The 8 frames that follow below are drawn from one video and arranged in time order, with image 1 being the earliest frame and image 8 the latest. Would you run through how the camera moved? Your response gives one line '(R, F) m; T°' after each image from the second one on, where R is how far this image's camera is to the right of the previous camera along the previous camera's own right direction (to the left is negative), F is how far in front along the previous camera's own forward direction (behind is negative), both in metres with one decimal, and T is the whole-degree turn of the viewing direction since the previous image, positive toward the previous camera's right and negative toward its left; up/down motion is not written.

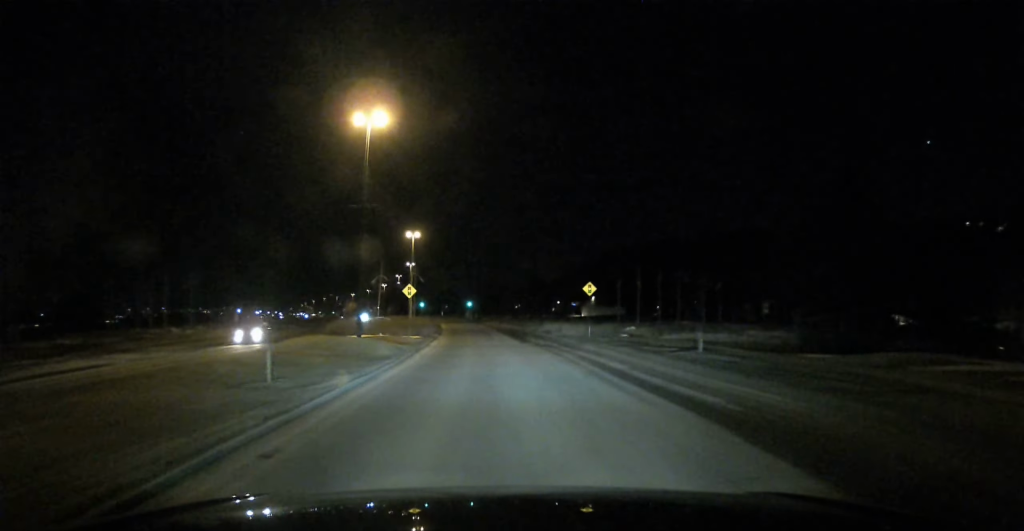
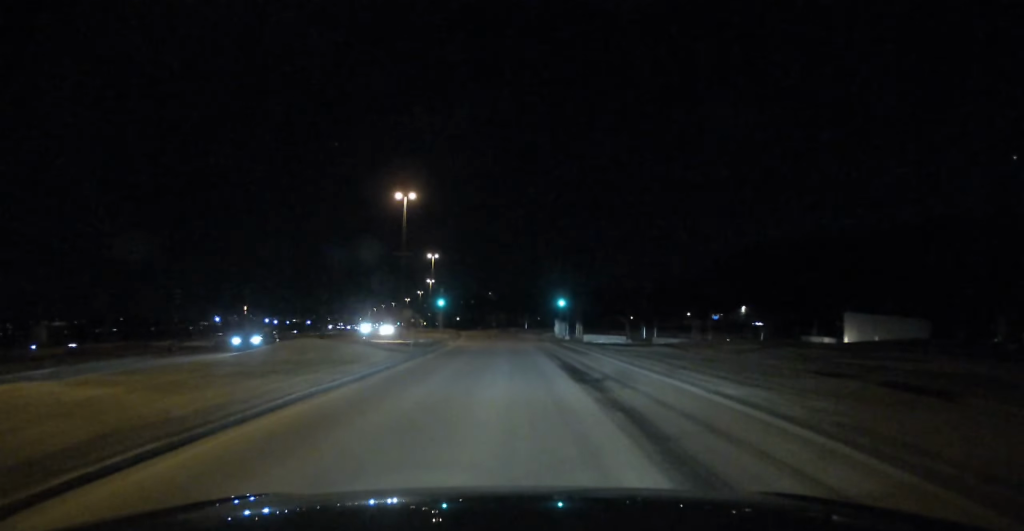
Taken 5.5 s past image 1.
(-5.4, +90.3) m; -7°
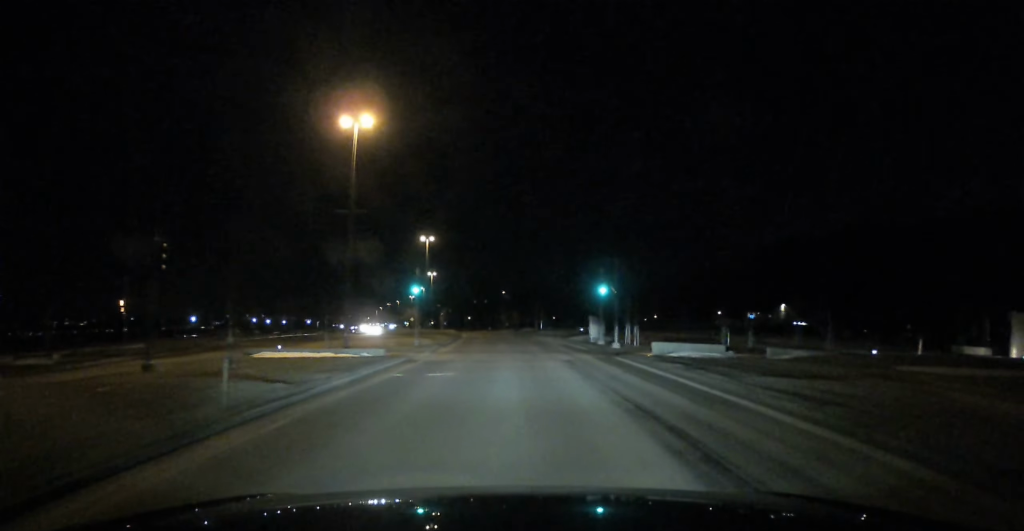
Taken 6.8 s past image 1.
(-0.3, +21.2) m; -1°
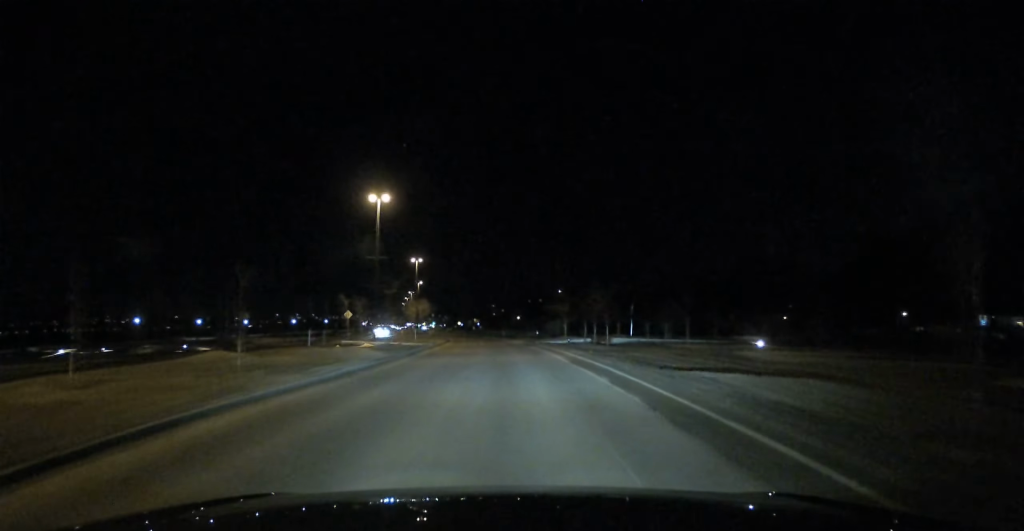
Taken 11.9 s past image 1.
(-3.7, +83.9) m; -6°
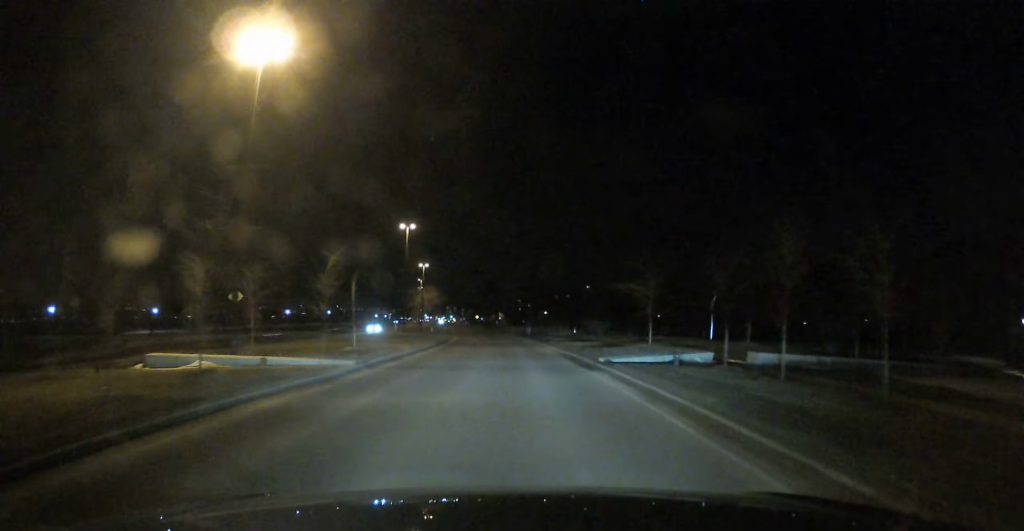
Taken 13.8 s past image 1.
(-0.5, +30.3) m; -2°
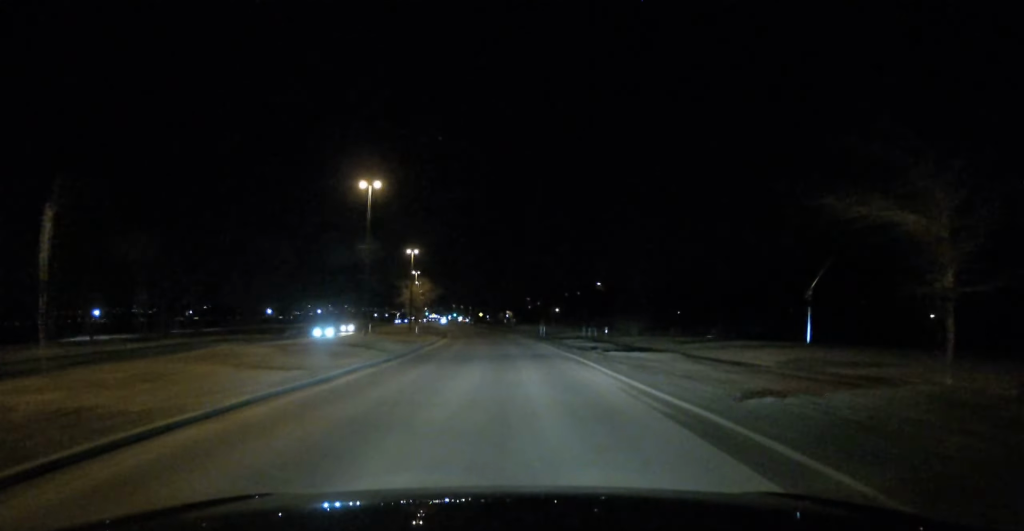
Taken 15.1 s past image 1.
(-0.4, +22.3) m; -1°
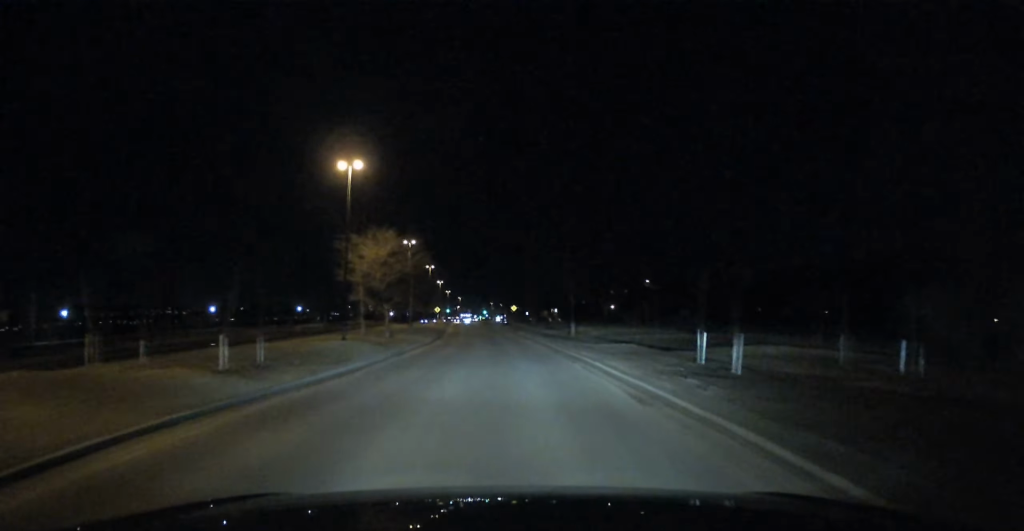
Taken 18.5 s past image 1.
(-1.6, +55.4) m; -4°
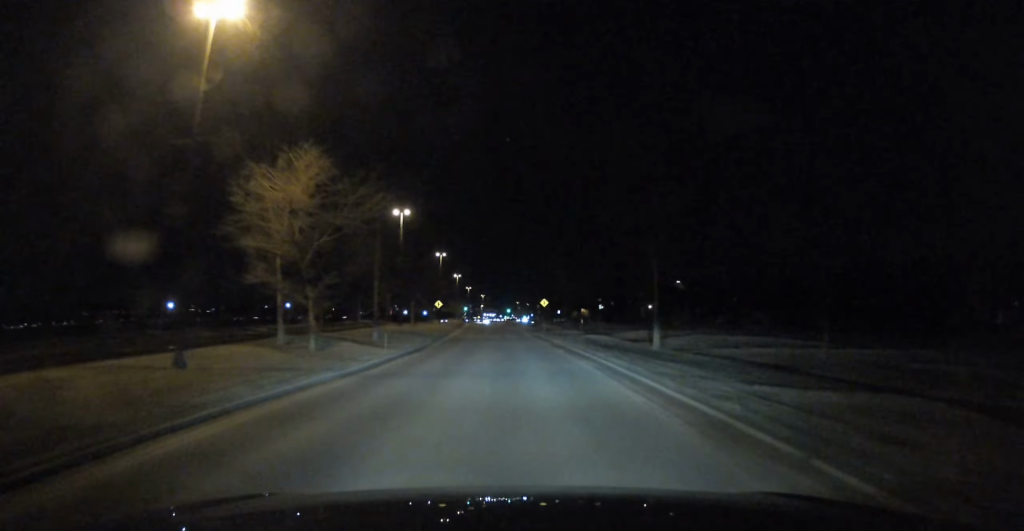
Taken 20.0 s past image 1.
(-0.4, +24.7) m; -1°
